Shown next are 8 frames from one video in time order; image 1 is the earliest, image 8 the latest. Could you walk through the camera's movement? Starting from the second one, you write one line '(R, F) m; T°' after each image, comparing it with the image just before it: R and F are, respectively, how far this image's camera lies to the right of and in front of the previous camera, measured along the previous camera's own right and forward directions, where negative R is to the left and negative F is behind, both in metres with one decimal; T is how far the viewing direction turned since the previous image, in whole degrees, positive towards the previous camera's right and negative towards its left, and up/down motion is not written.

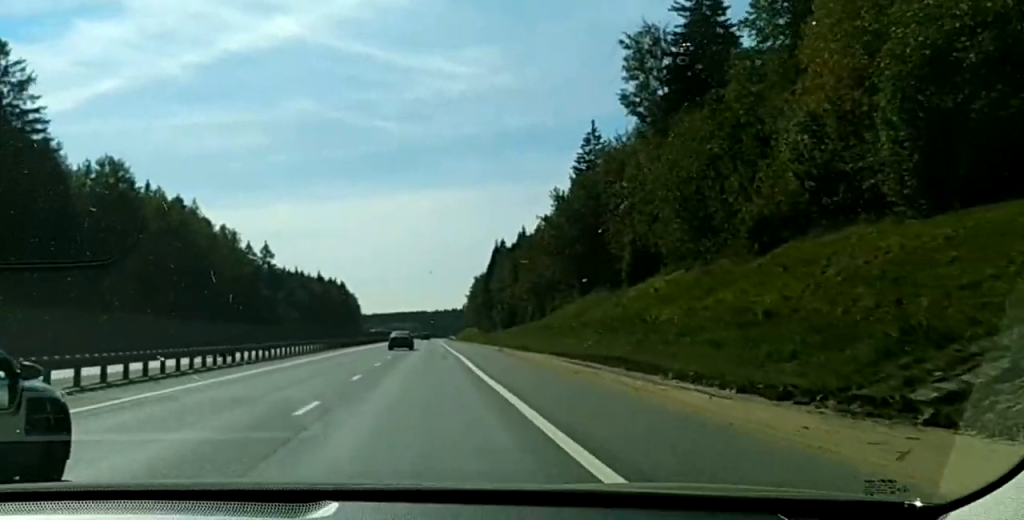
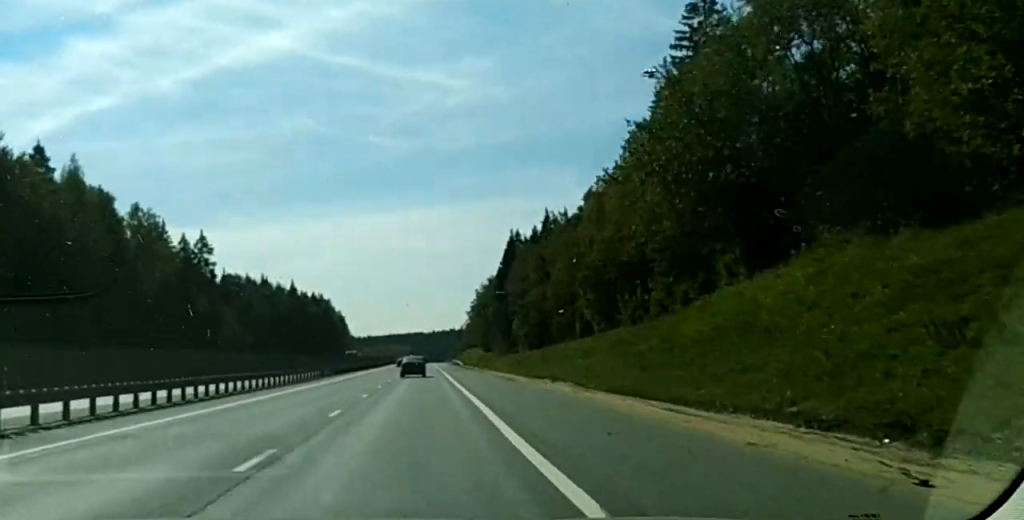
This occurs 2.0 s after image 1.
(+0.3, +74.8) m; 0°
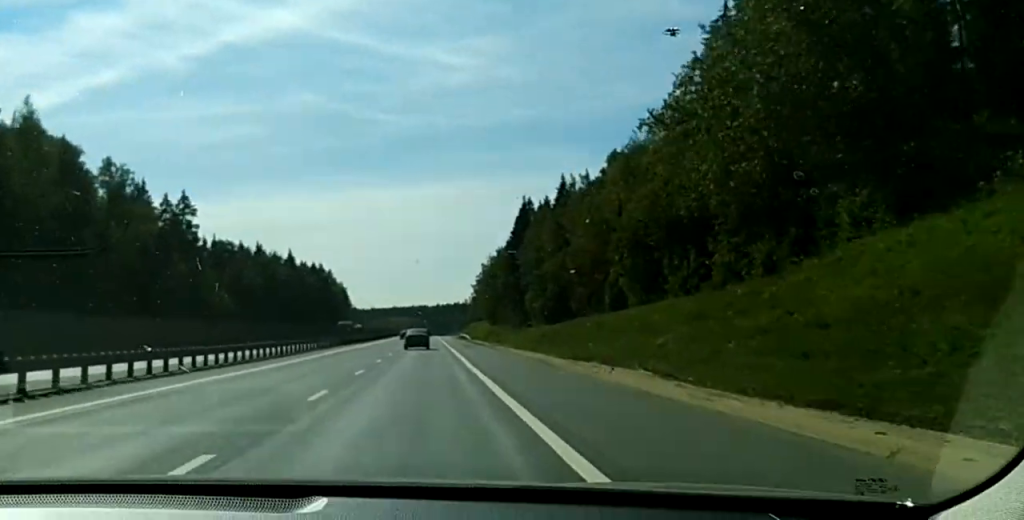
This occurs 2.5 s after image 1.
(0.0, +21.7) m; 0°
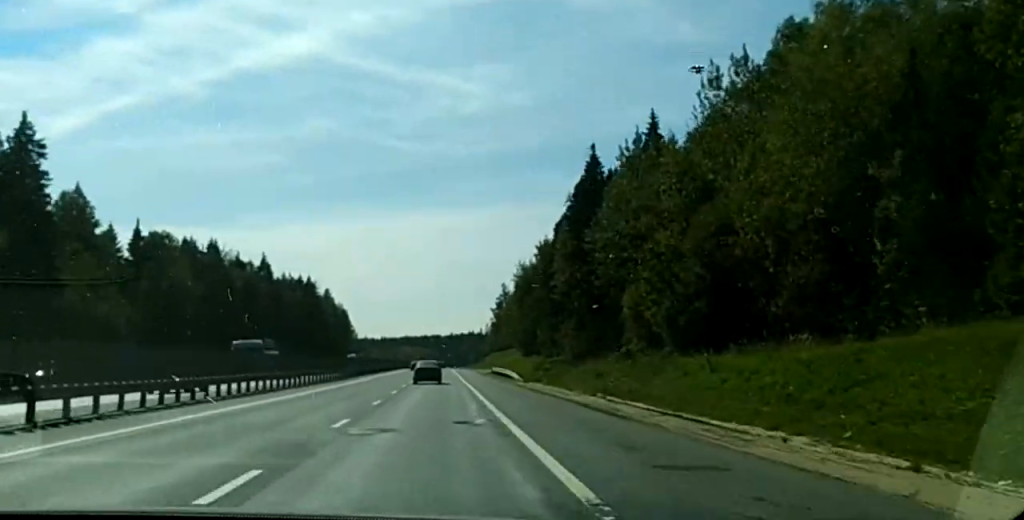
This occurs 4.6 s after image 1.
(-0.9, +80.2) m; -2°
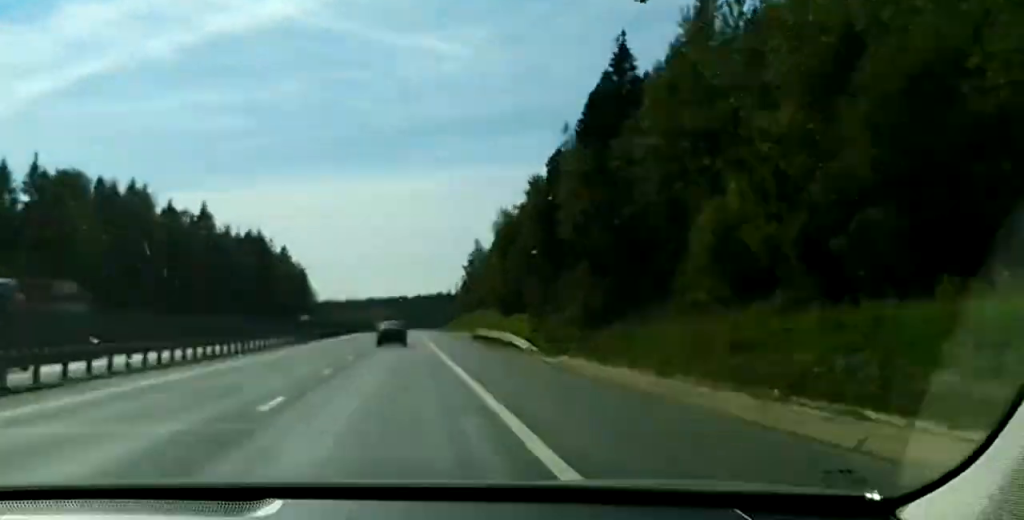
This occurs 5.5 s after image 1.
(-0.2, +29.6) m; 0°
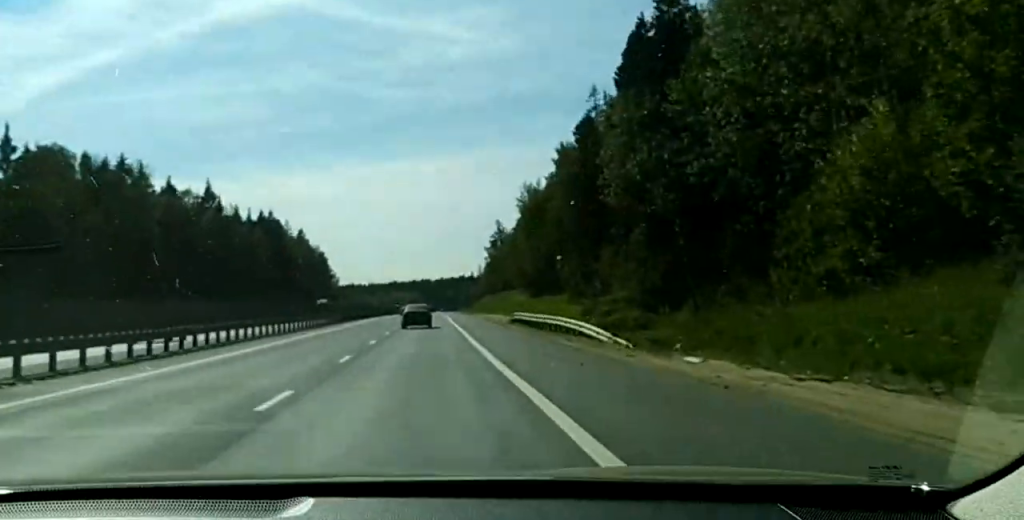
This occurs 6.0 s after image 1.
(0.0, +15.7) m; 0°
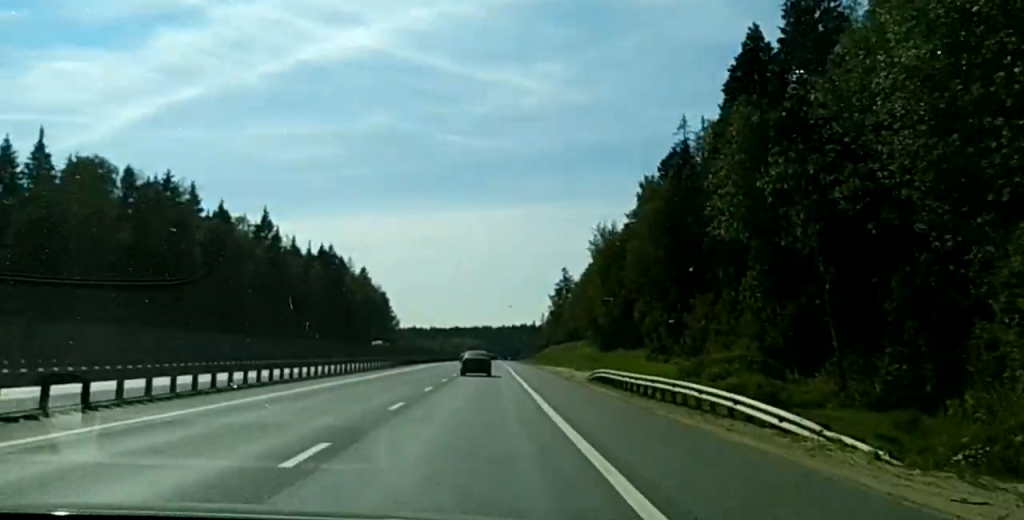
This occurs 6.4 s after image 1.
(-0.1, +14.2) m; 0°
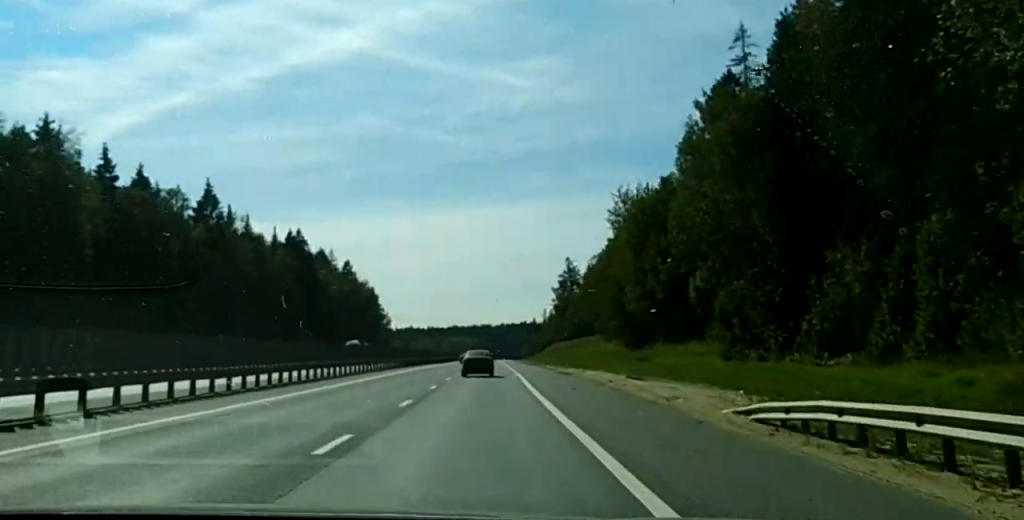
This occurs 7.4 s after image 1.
(+0.3, +33.1) m; 0°
